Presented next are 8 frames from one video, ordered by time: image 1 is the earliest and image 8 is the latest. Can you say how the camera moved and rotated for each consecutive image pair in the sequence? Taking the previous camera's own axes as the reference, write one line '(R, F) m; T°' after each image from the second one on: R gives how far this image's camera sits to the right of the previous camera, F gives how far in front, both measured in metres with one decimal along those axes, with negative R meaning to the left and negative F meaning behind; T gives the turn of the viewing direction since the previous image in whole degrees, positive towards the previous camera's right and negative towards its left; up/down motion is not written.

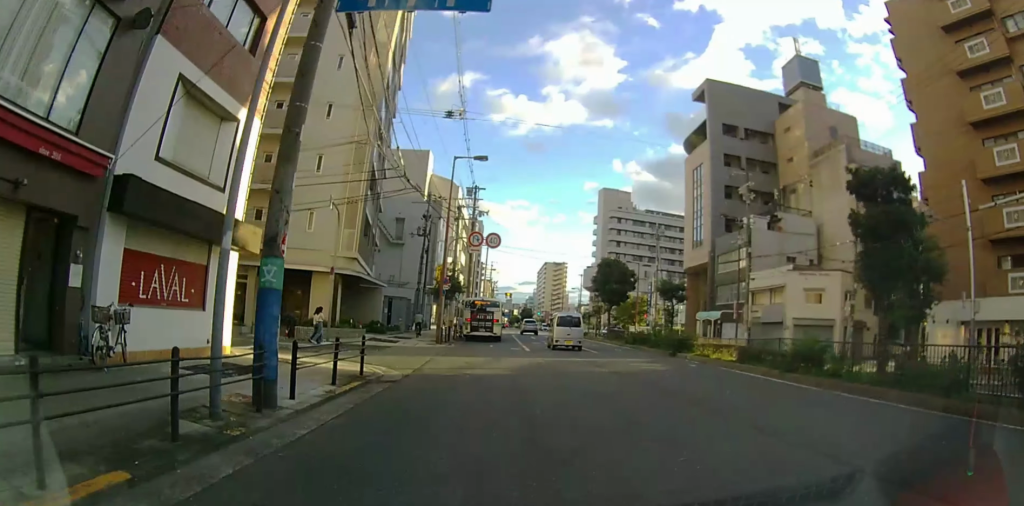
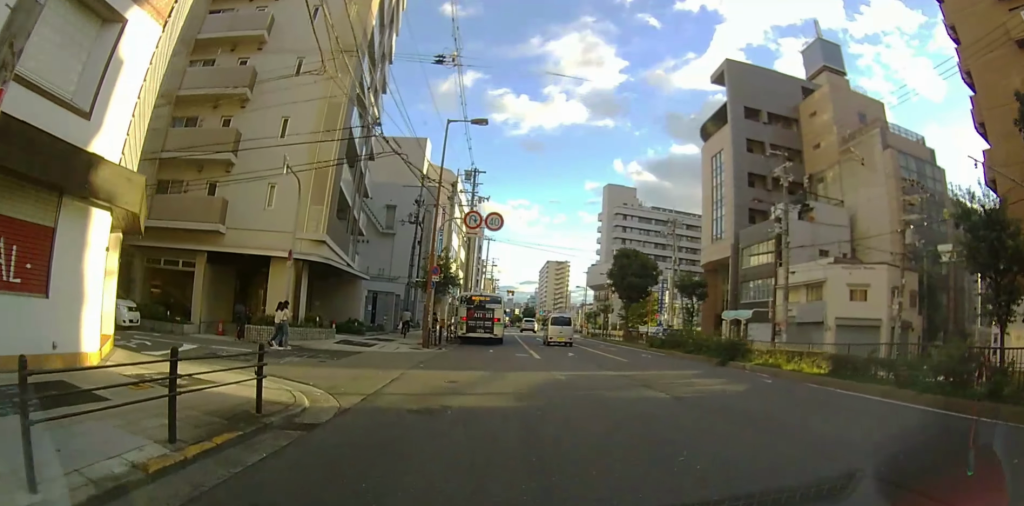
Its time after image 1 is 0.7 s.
(-0.1, +5.5) m; 0°
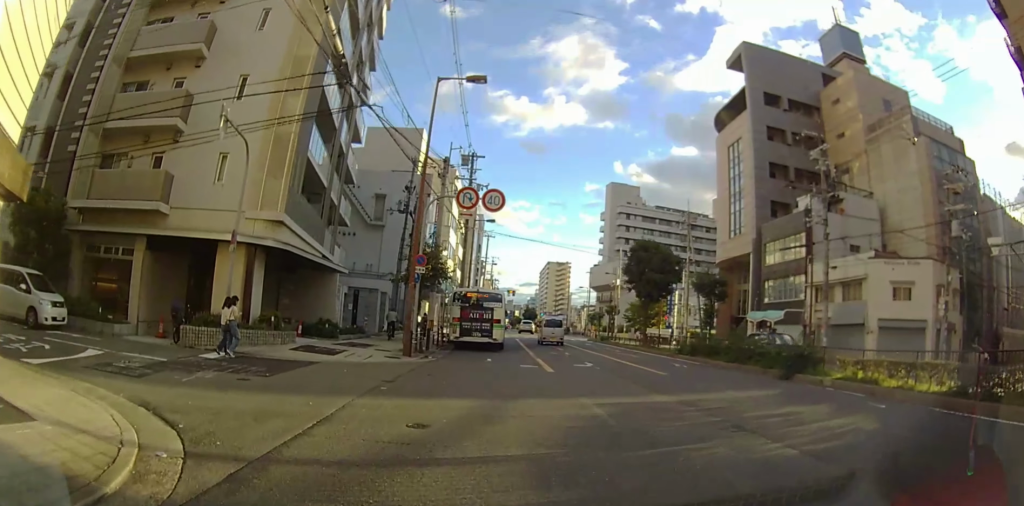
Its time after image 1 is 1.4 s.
(0.0, +4.8) m; 0°
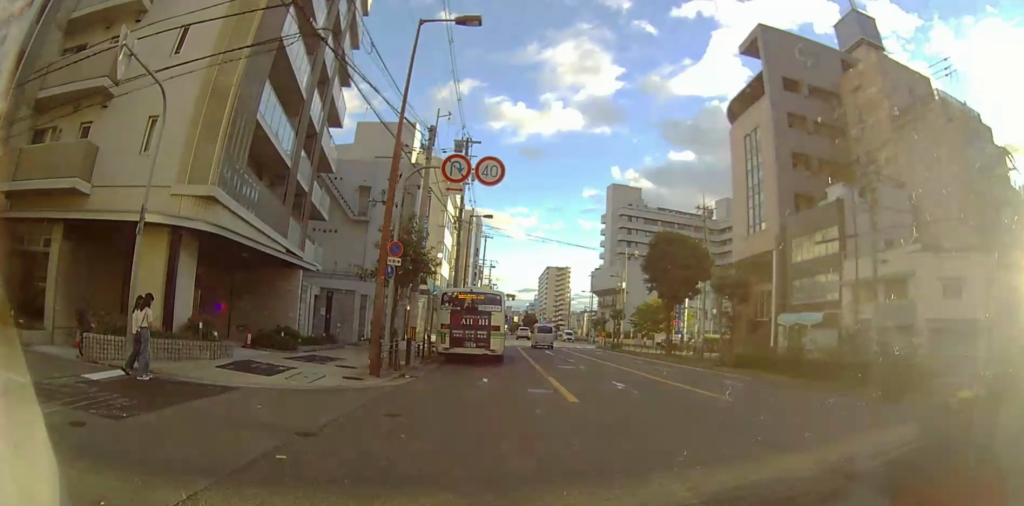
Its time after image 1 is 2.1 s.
(0.0, +5.0) m; 0°
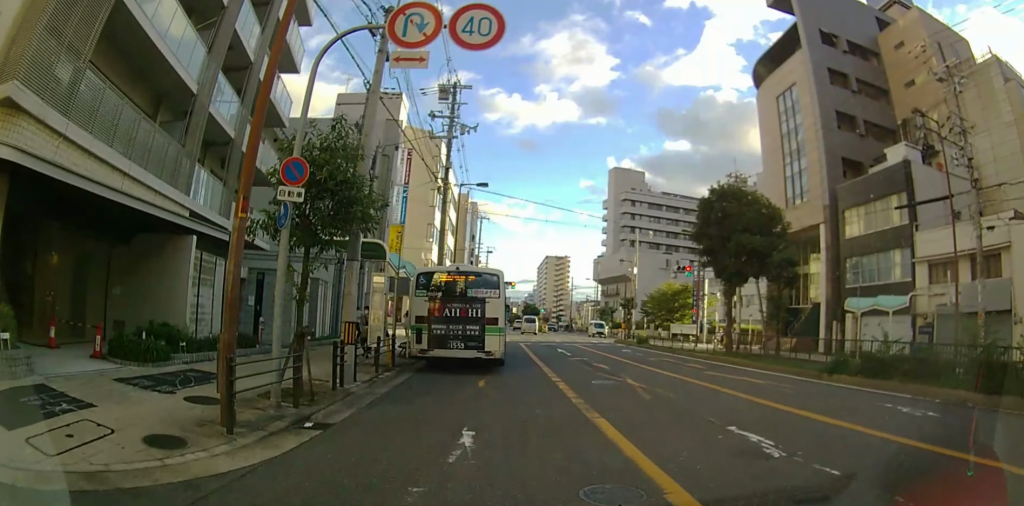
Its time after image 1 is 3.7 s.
(-0.3, +9.1) m; -4°
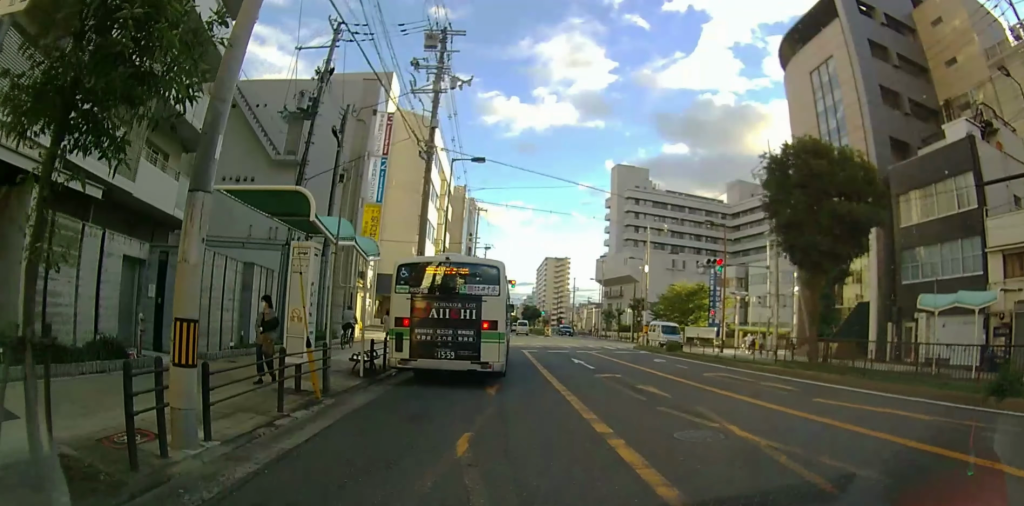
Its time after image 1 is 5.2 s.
(-0.1, +6.7) m; 0°
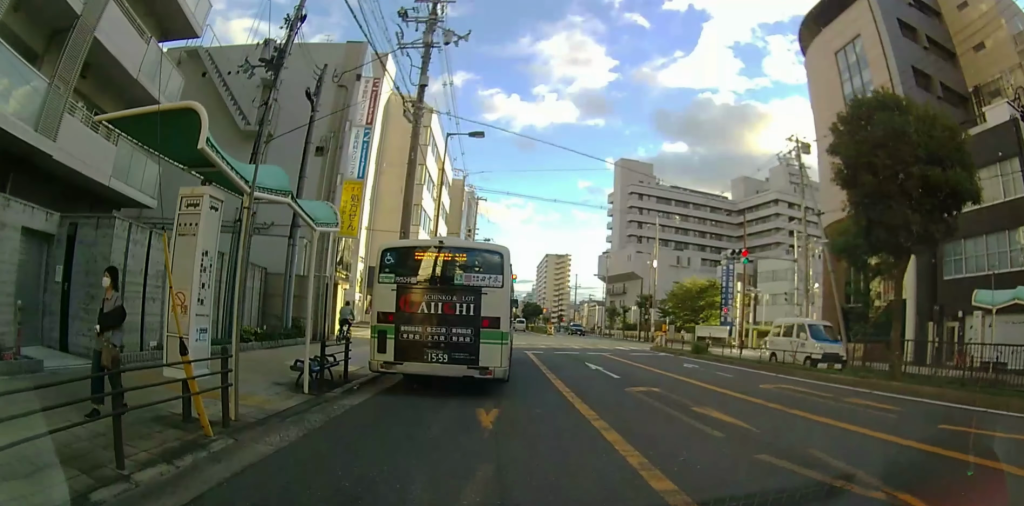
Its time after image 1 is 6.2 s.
(+0.1, +3.8) m; +4°
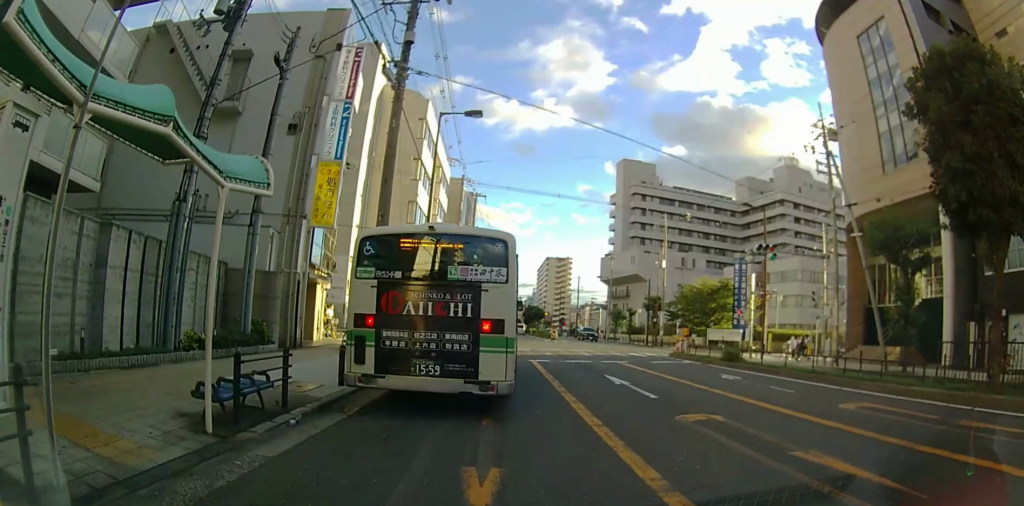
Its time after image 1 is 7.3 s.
(+0.2, +3.9) m; +1°
